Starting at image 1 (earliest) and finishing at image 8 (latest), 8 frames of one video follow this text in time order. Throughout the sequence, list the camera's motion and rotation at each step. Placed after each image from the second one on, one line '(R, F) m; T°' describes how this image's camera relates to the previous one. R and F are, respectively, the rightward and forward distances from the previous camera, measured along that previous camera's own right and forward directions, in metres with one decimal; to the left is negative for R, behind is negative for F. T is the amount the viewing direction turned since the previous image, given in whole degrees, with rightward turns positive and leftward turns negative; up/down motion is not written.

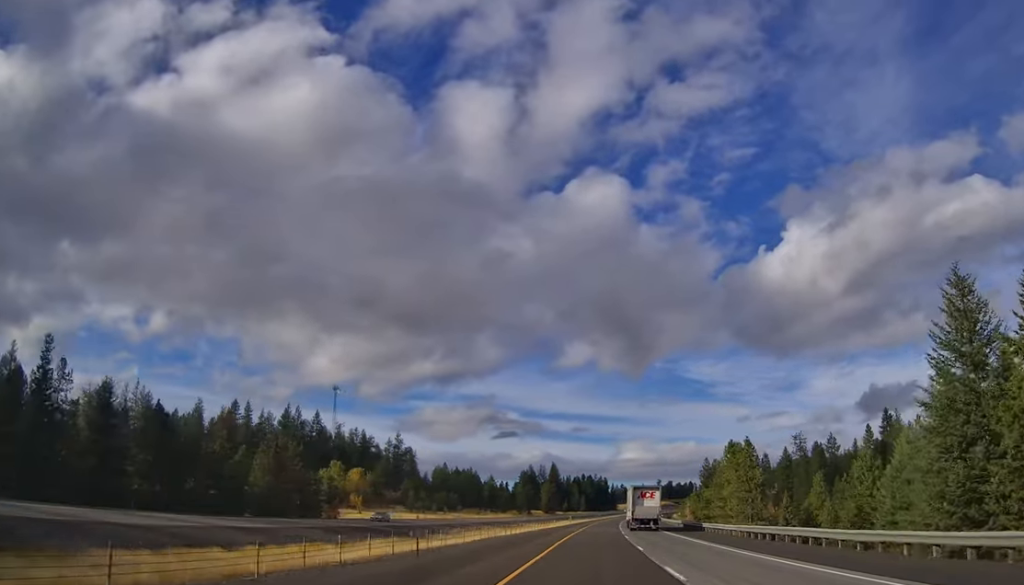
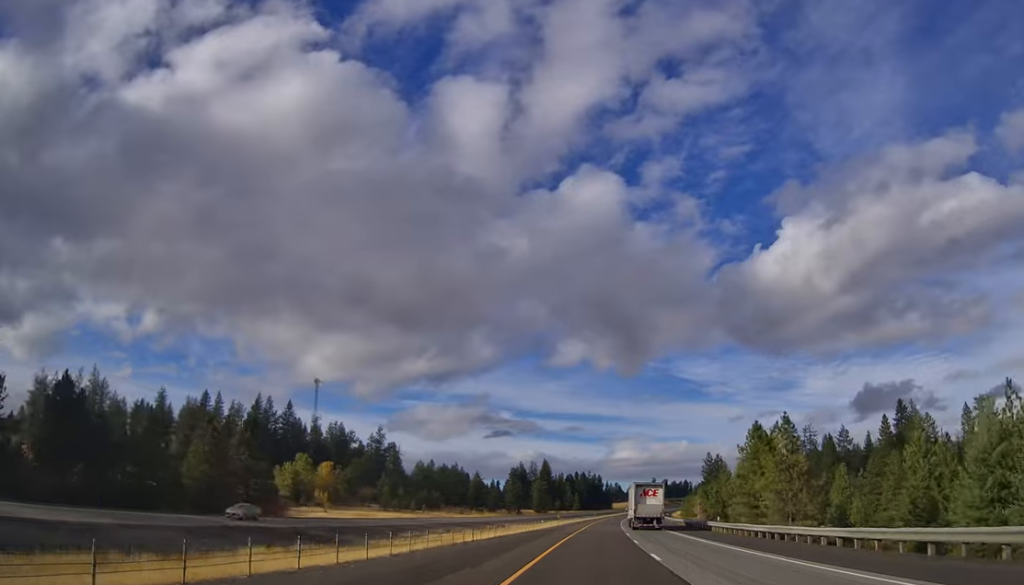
(+0.1, +18.7) m; 0°
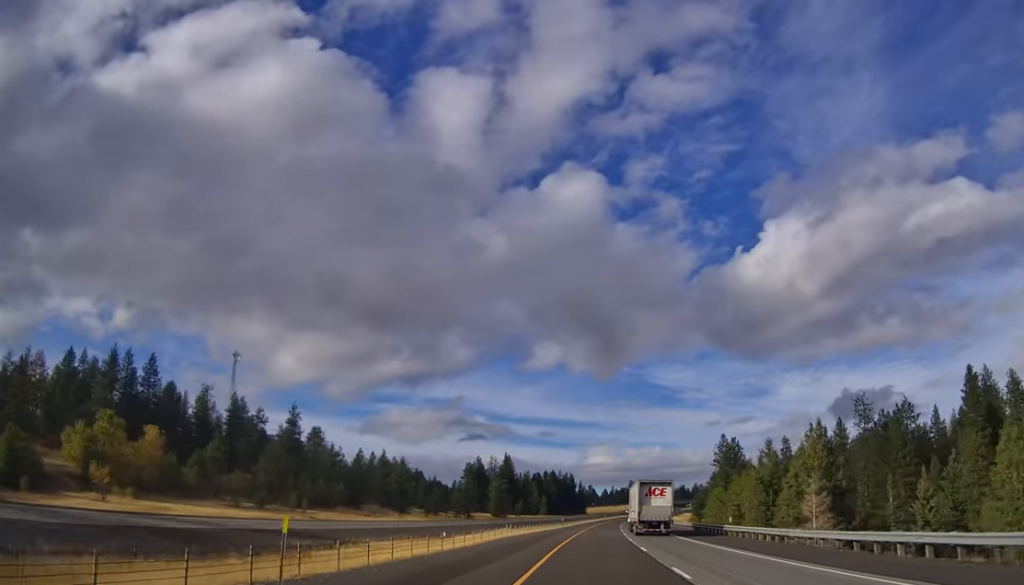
(-0.1, +66.7) m; +1°
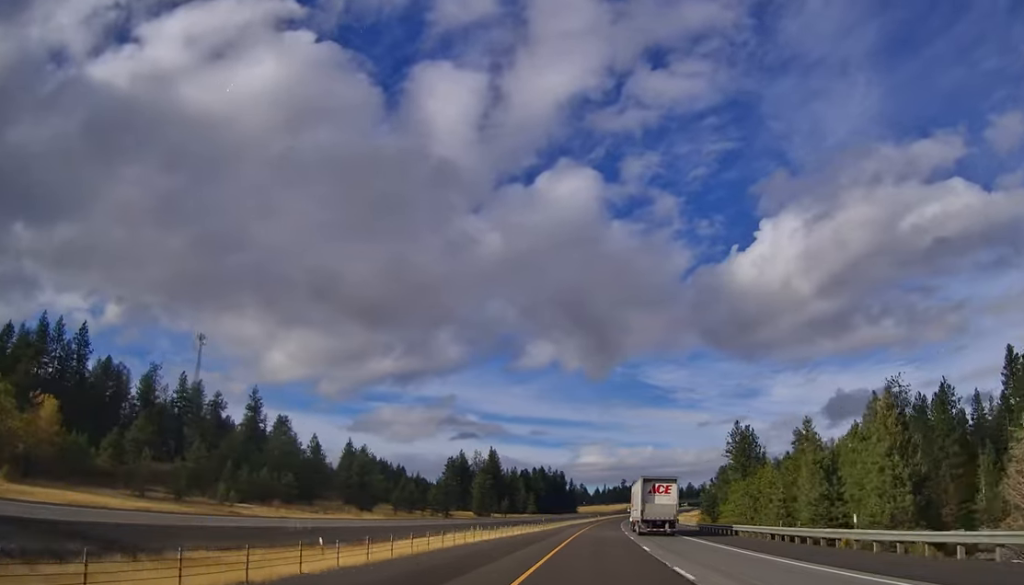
(+0.2, +24.5) m; +1°
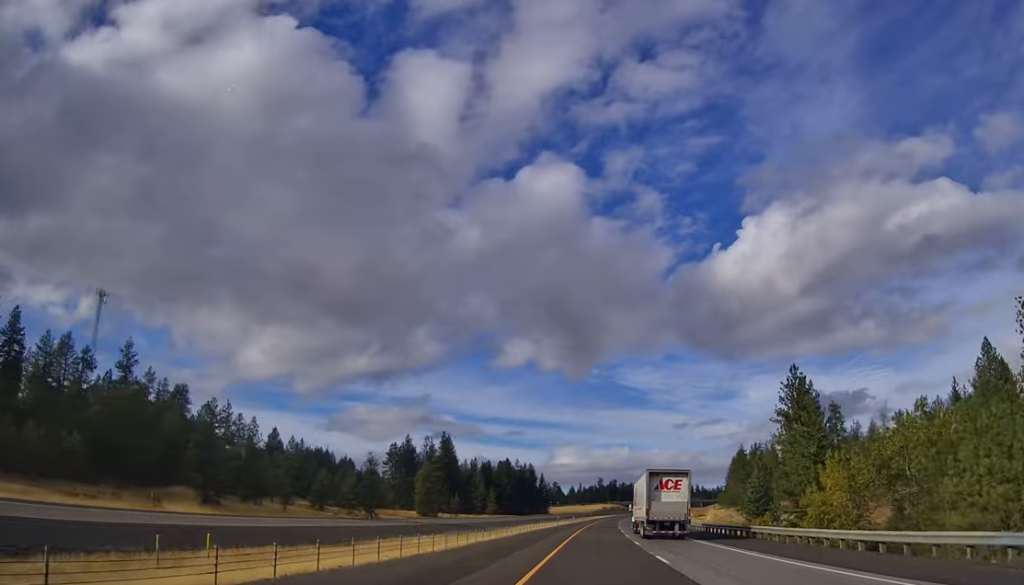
(+1.9, +55.7) m; +3°
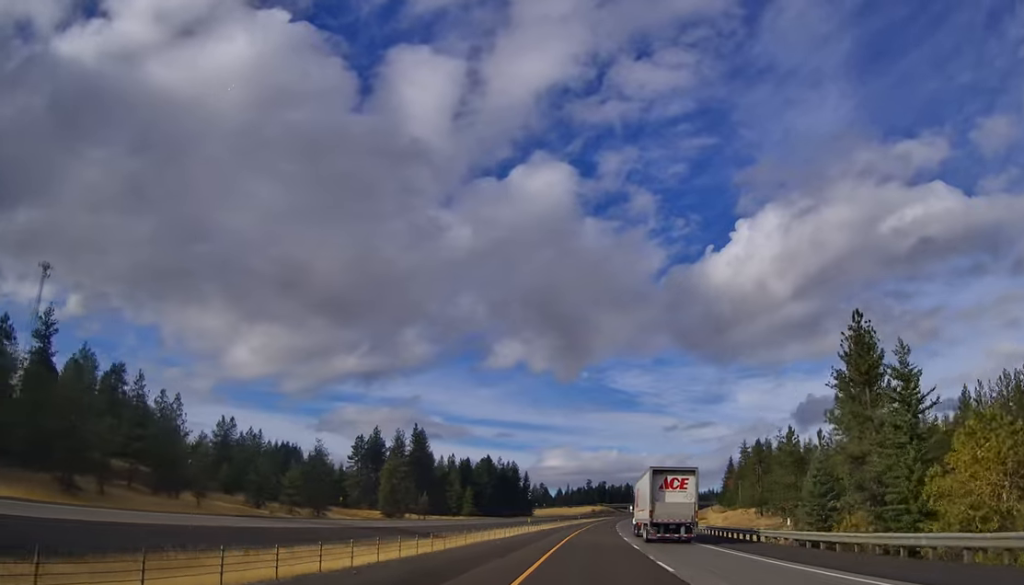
(0.0, +26.8) m; +1°
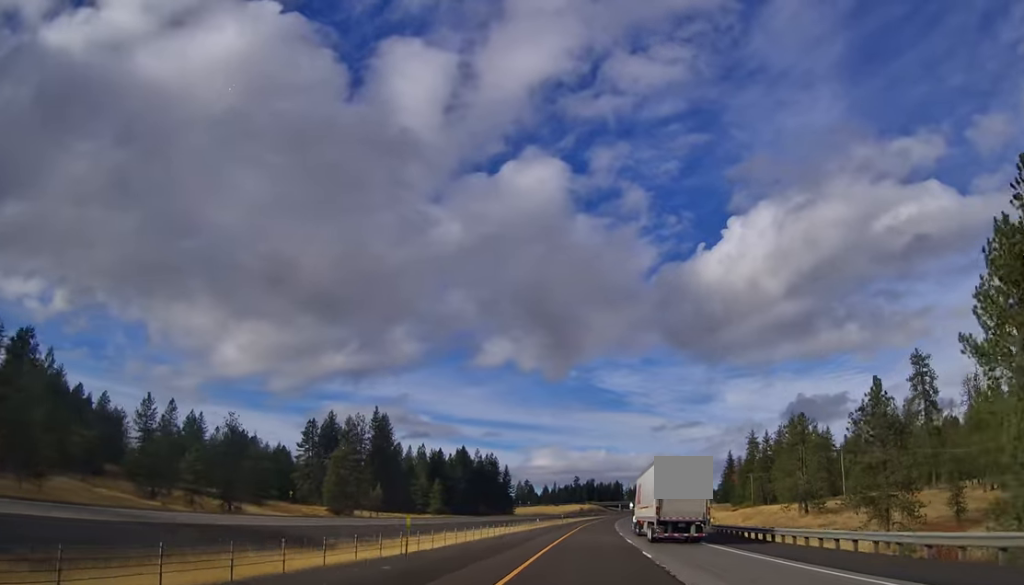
(+0.3, +32.6) m; +1°
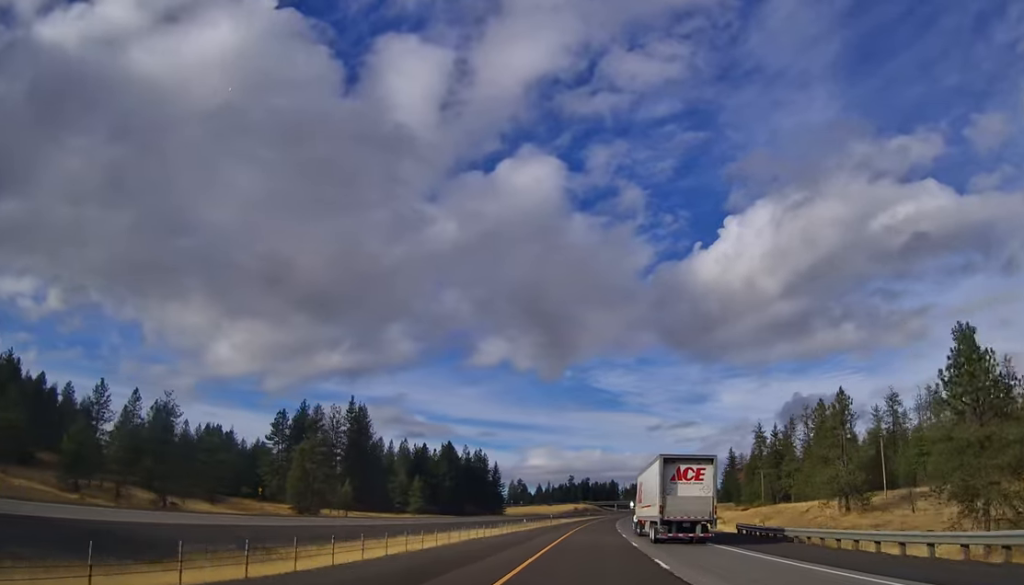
(+0.2, +17.5) m; +1°
